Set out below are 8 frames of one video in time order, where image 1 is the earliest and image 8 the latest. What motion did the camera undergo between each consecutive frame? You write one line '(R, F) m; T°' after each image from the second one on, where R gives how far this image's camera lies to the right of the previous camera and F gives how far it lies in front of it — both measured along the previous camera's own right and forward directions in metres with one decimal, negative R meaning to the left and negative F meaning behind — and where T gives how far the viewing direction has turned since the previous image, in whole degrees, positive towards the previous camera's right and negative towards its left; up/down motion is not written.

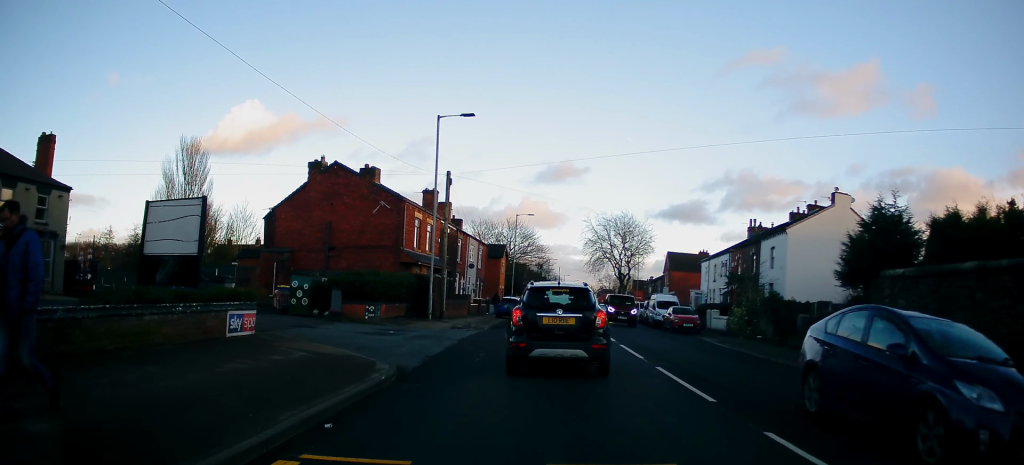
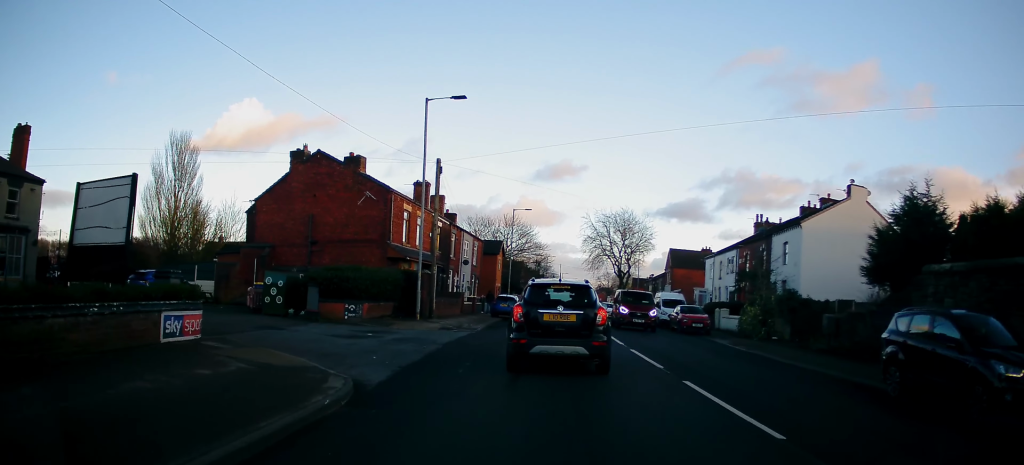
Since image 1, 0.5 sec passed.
(-0.2, +2.3) m; -3°
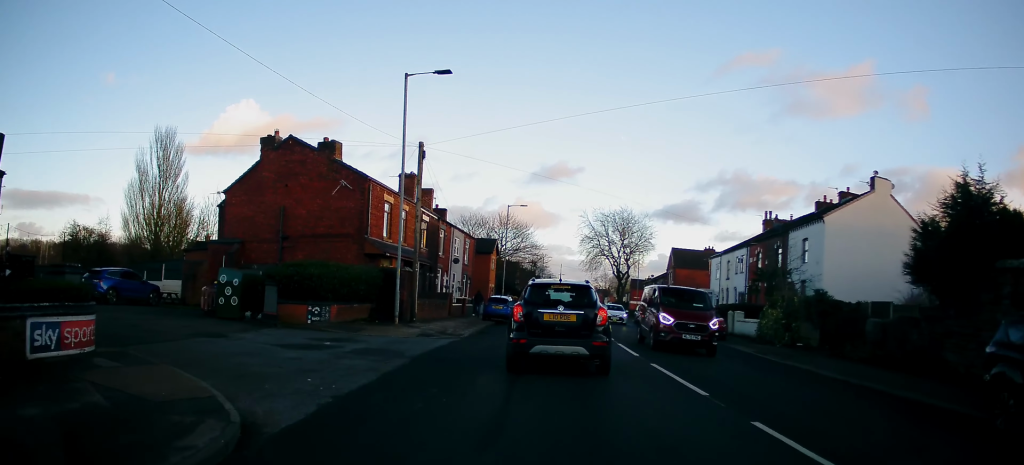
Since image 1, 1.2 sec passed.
(0.0, +3.3) m; +4°
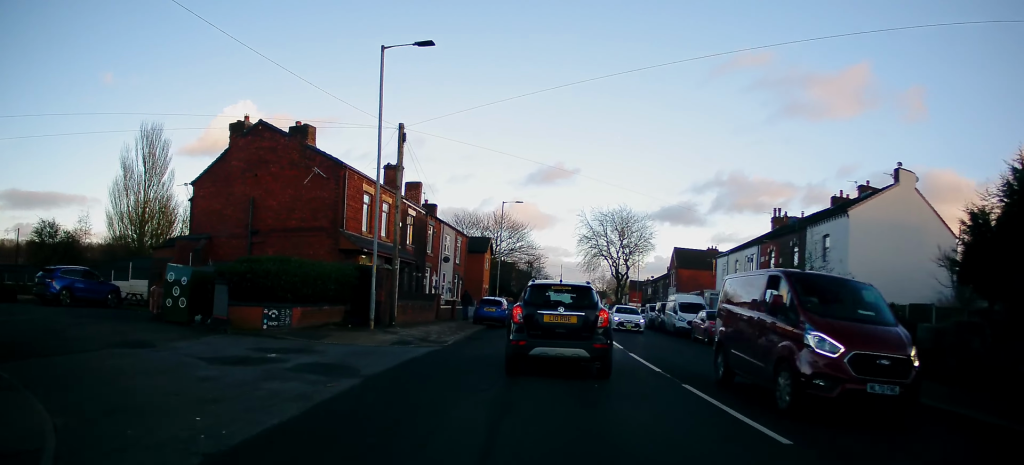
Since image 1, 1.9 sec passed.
(+0.2, +3.1) m; +3°
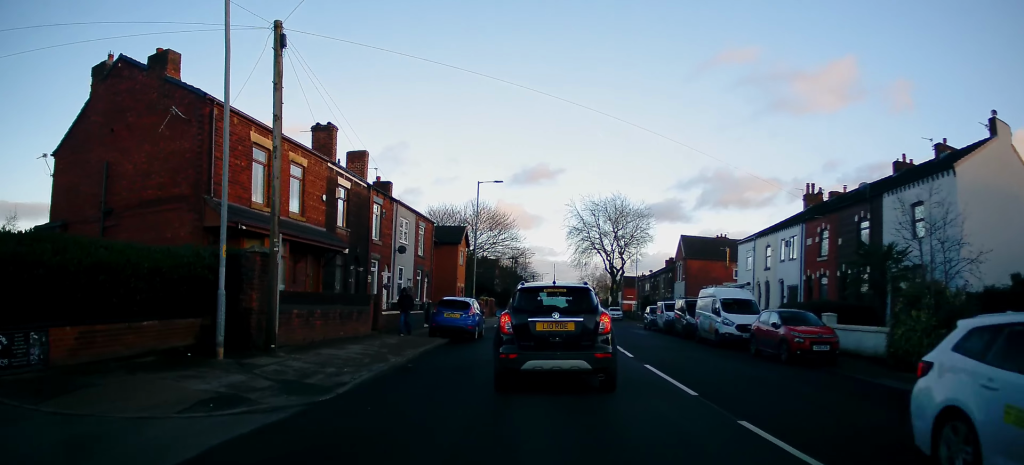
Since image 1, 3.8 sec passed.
(+0.5, +9.4) m; +2°
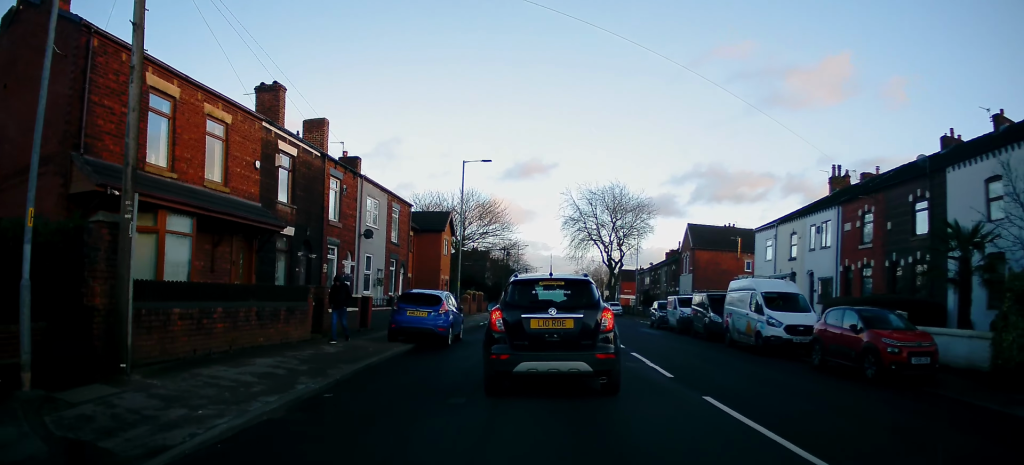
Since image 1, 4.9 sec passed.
(-0.2, +4.7) m; -2°
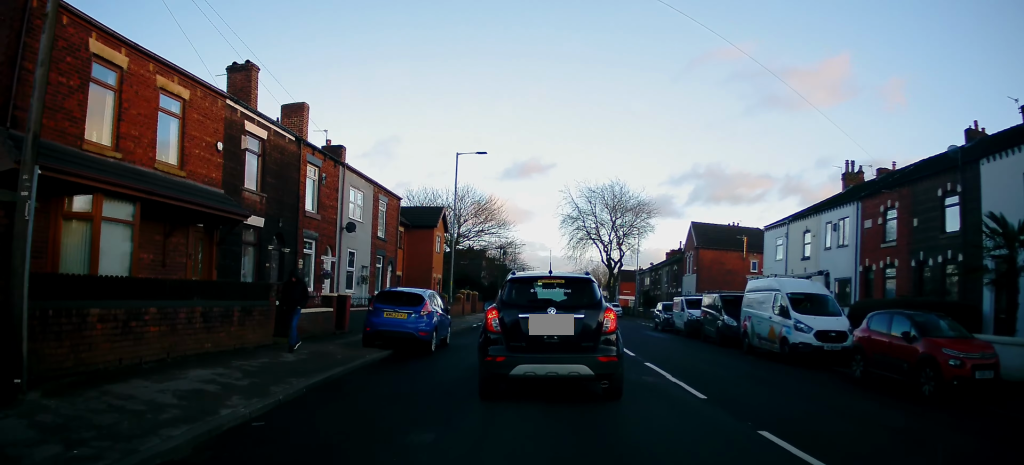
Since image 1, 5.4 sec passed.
(-0.2, +2.2) m; 0°
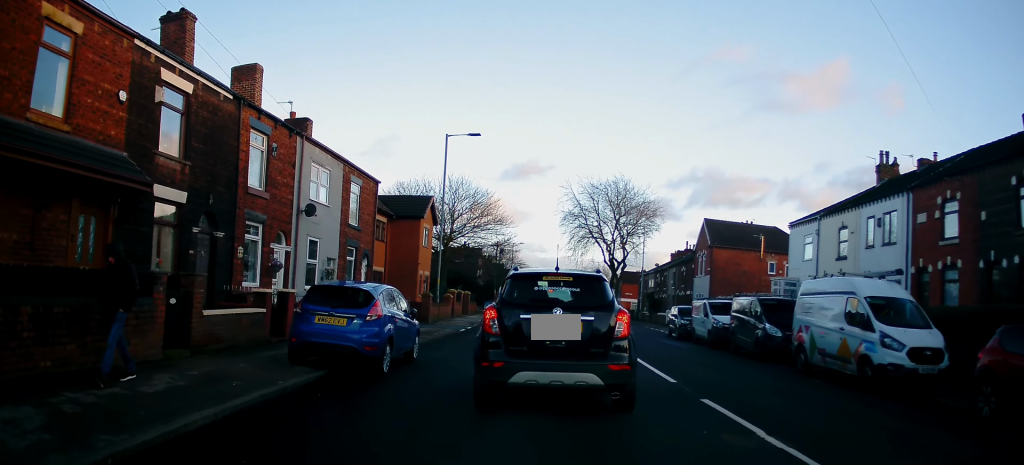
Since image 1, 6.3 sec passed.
(+0.4, +4.2) m; 0°
